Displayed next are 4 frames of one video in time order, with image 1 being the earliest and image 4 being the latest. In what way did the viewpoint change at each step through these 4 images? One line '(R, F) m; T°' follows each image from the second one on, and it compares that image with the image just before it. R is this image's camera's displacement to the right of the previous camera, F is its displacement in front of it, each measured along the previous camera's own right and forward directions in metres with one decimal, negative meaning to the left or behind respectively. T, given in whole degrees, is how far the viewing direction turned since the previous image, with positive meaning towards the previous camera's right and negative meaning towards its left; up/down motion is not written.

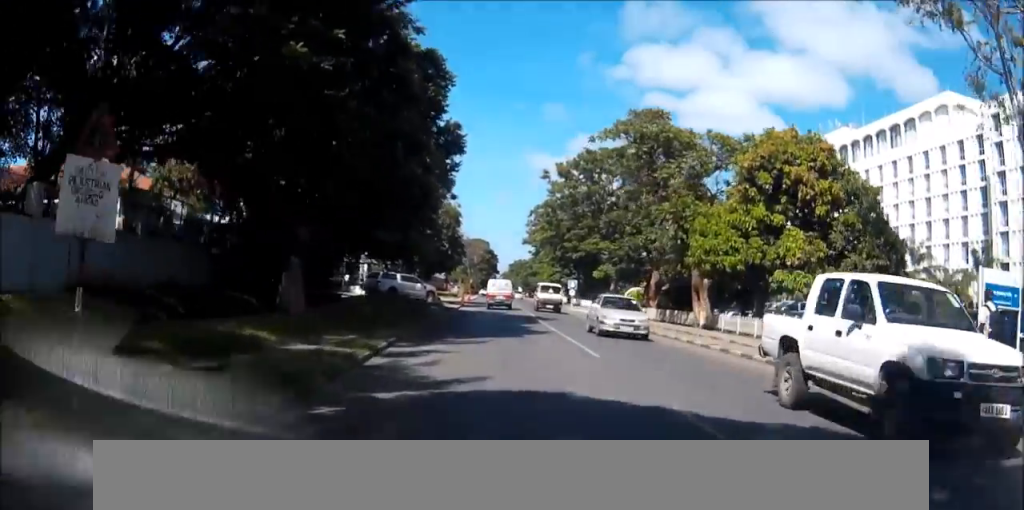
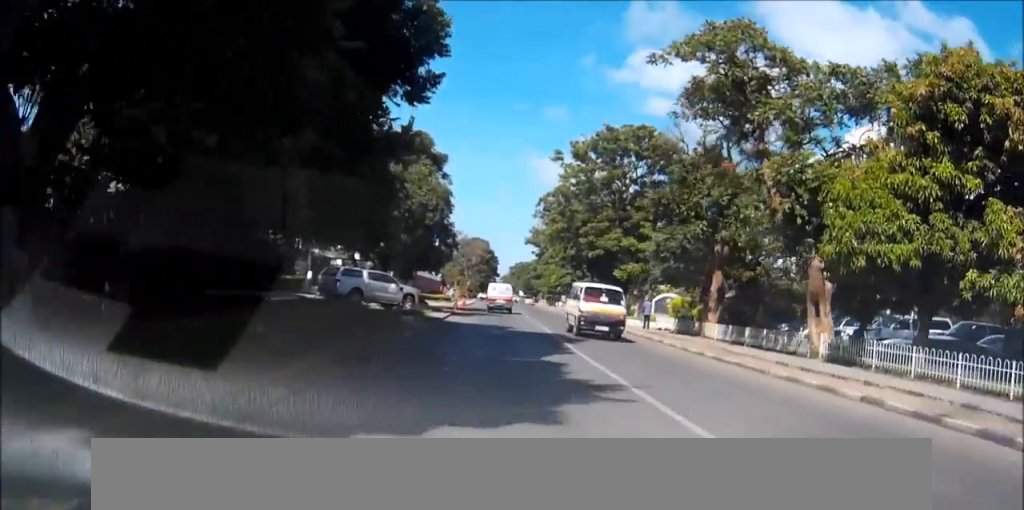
(-0.2, +12.8) m; -1°
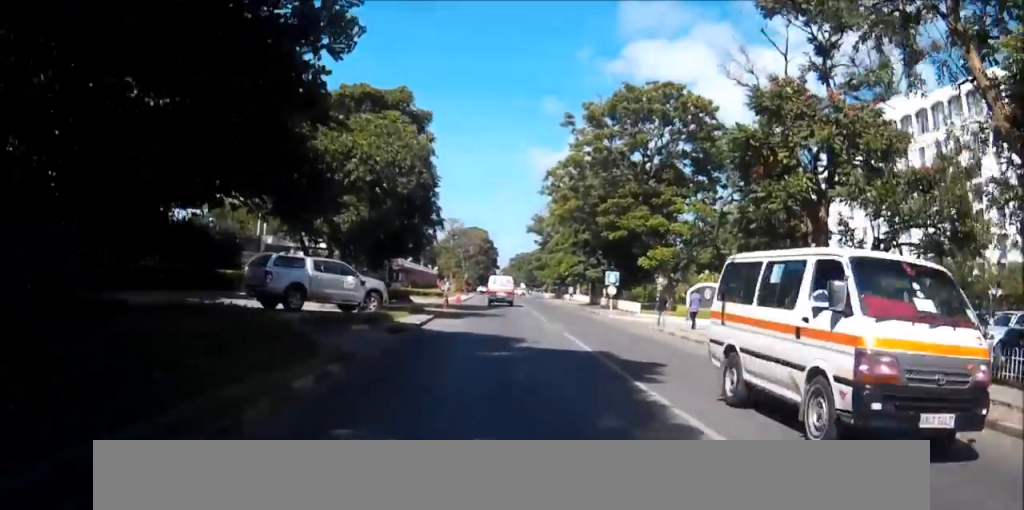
(-0.1, +11.0) m; -1°
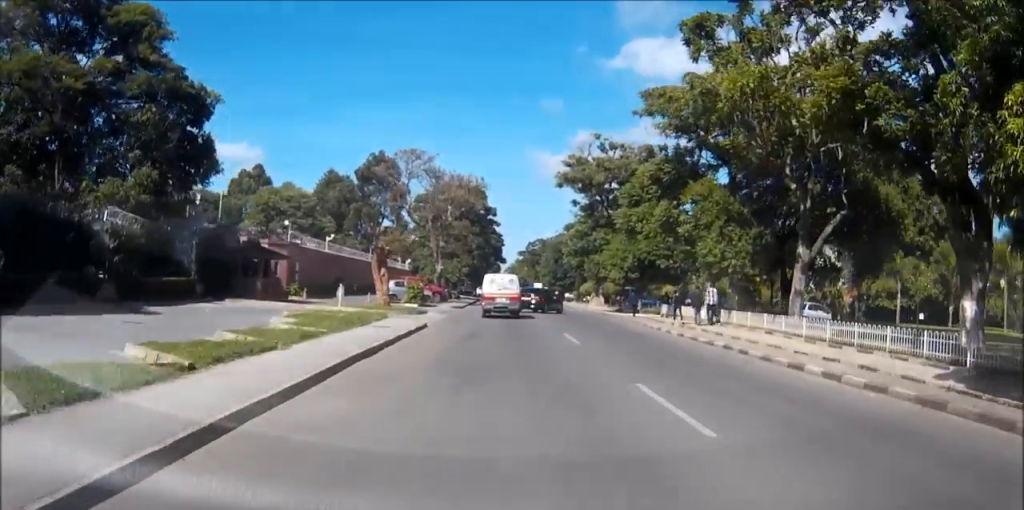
(+4.8, +61.1) m; +7°
